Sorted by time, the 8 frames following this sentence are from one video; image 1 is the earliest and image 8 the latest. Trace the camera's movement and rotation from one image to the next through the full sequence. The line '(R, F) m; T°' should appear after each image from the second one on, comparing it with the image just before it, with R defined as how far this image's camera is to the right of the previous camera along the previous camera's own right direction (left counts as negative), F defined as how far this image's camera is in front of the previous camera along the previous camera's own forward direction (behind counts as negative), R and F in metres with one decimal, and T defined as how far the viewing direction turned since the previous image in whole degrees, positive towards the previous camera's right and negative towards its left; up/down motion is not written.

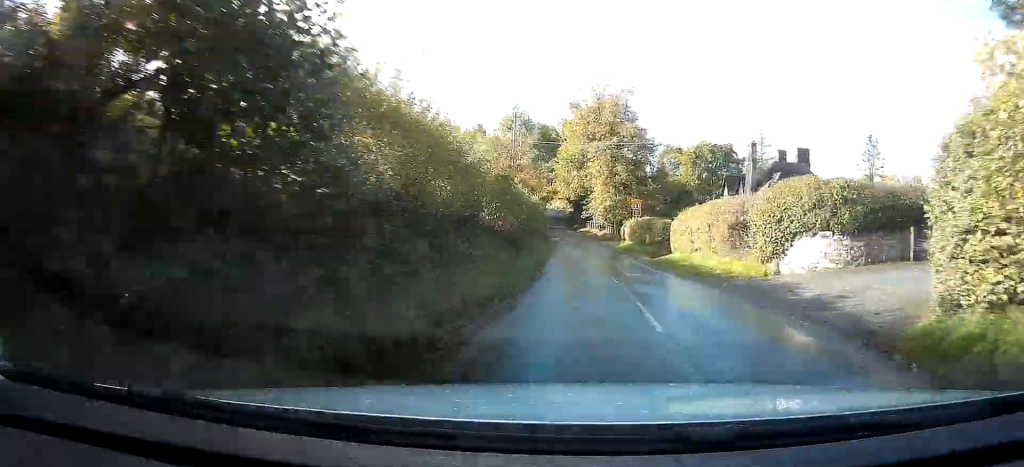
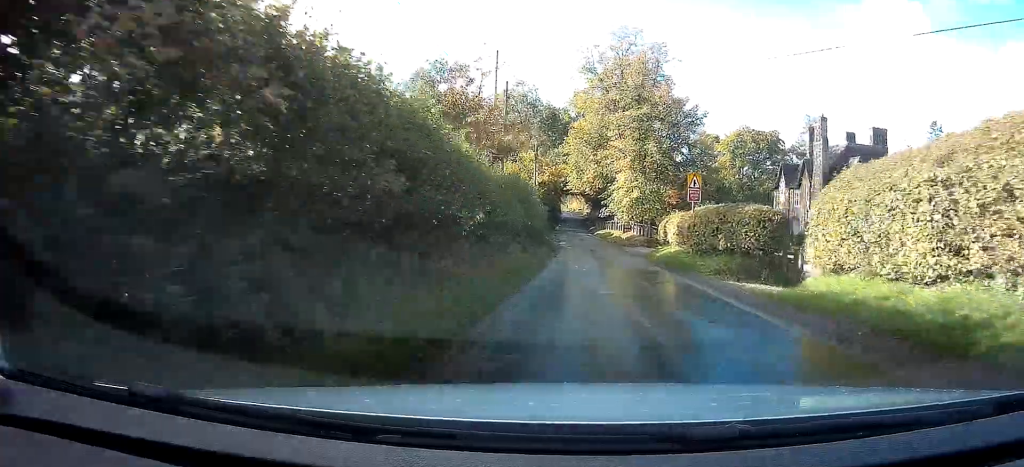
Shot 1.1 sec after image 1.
(+0.1, +17.6) m; 0°
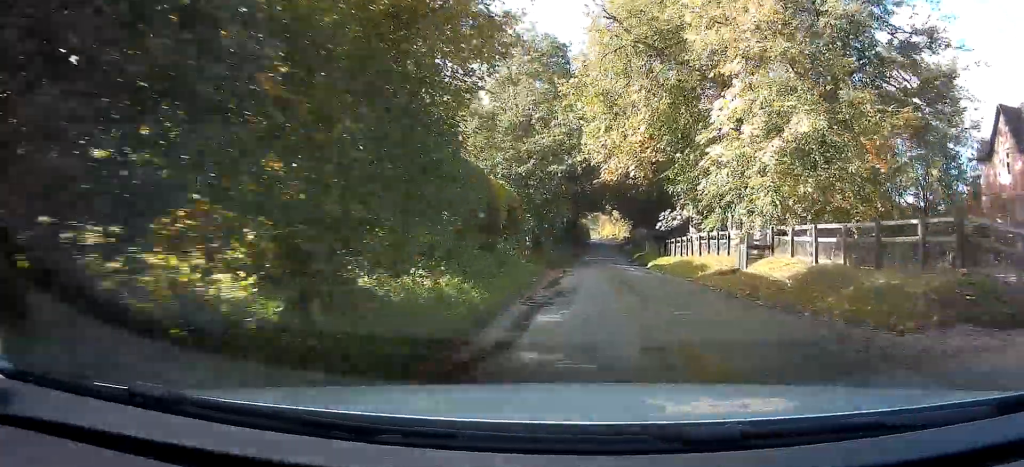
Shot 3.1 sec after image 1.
(-1.3, +34.0) m; -4°
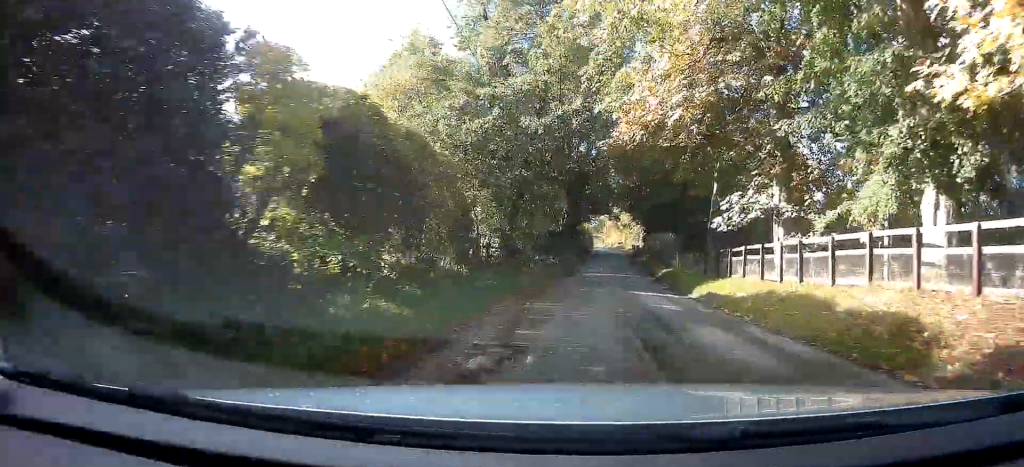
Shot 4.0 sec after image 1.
(-0.1, +14.6) m; -1°
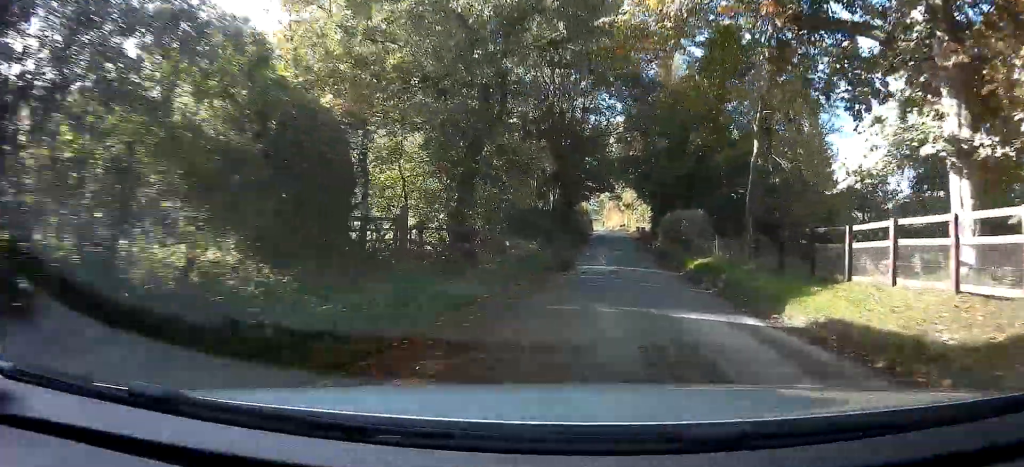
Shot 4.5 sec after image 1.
(0.0, +9.5) m; 0°
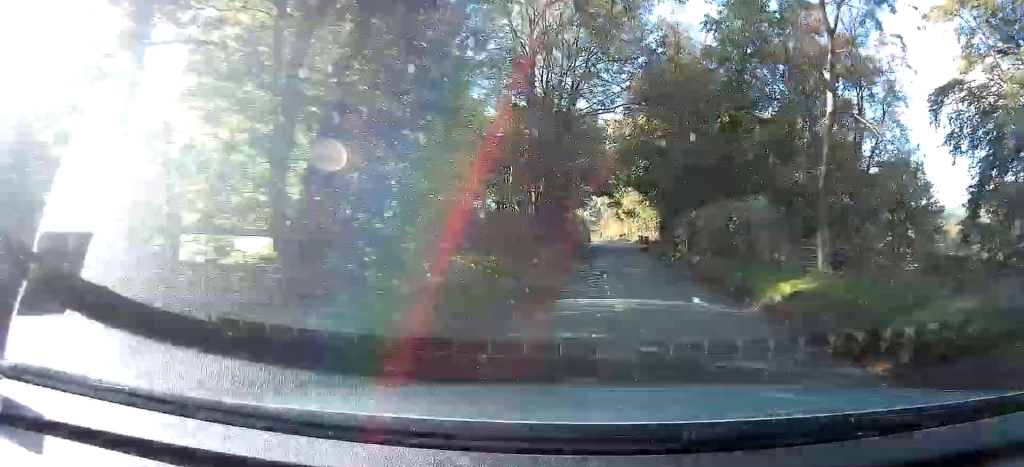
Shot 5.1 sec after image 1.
(0.0, +9.5) m; 0°
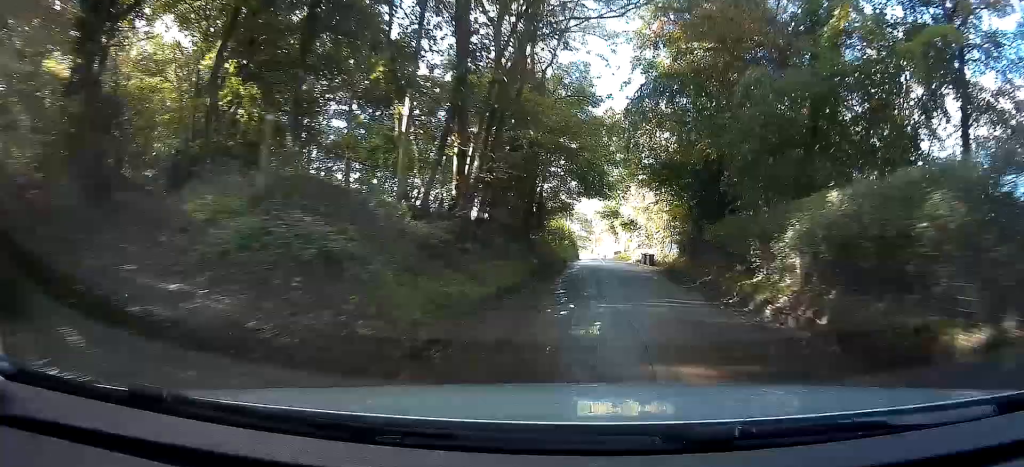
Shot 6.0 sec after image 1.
(0.0, +15.6) m; 0°
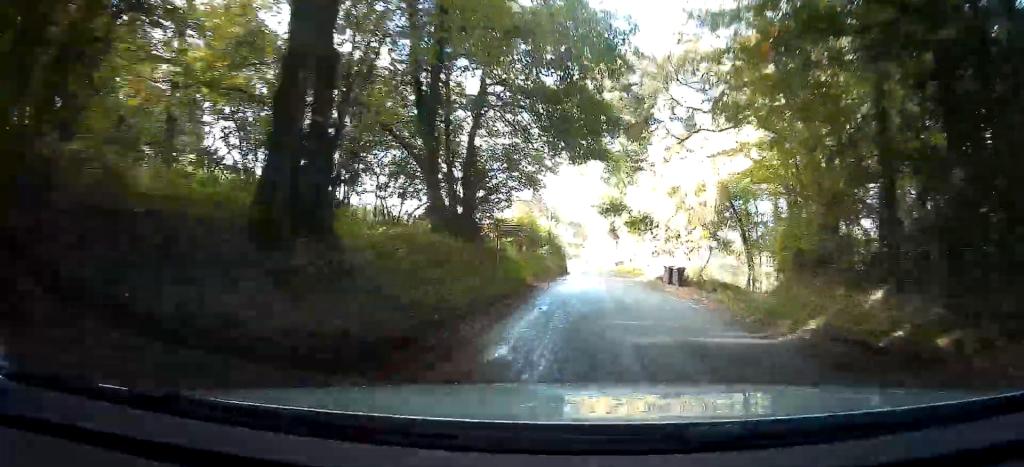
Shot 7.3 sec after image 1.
(+0.1, +20.9) m; +1°
